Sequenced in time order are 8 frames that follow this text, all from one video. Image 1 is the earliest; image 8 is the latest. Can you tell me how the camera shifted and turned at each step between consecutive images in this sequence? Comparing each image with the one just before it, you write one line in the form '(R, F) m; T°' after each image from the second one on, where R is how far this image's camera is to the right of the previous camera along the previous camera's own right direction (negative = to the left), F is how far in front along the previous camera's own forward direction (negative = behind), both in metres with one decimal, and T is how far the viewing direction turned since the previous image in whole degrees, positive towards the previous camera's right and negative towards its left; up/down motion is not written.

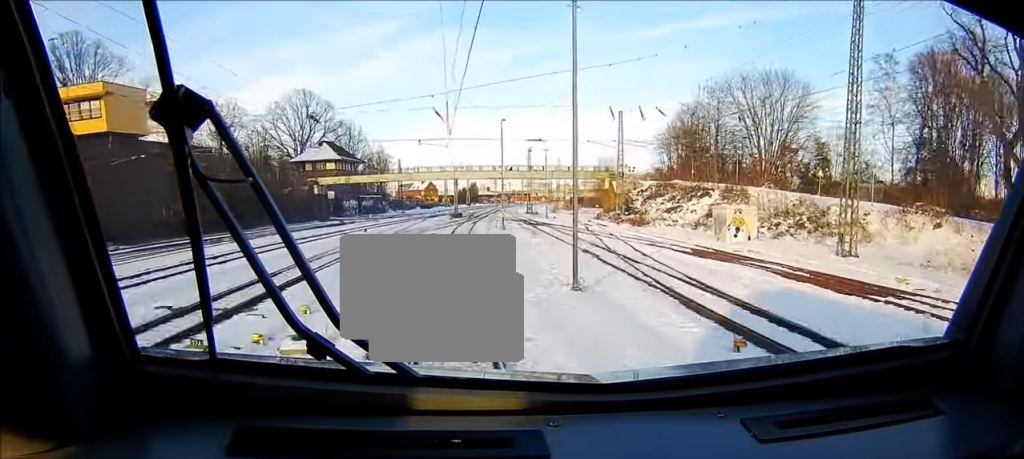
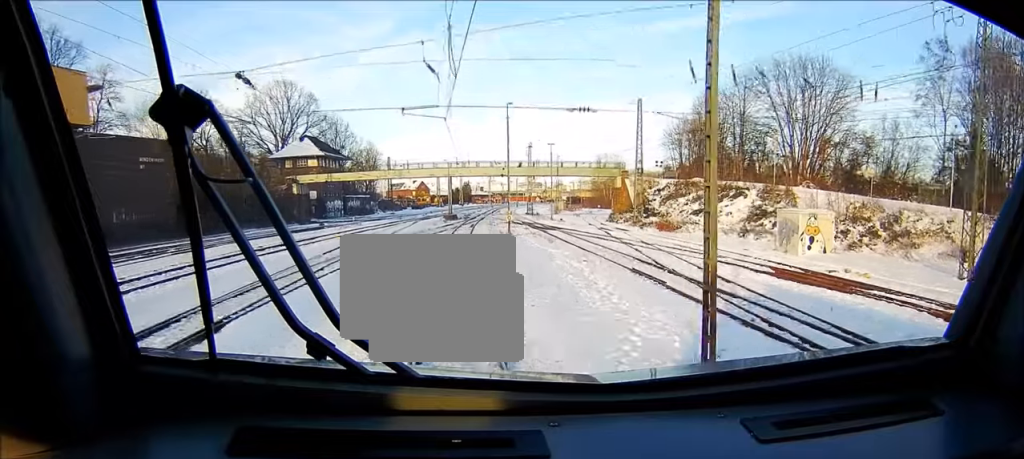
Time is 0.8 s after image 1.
(0.0, +10.7) m; +1°
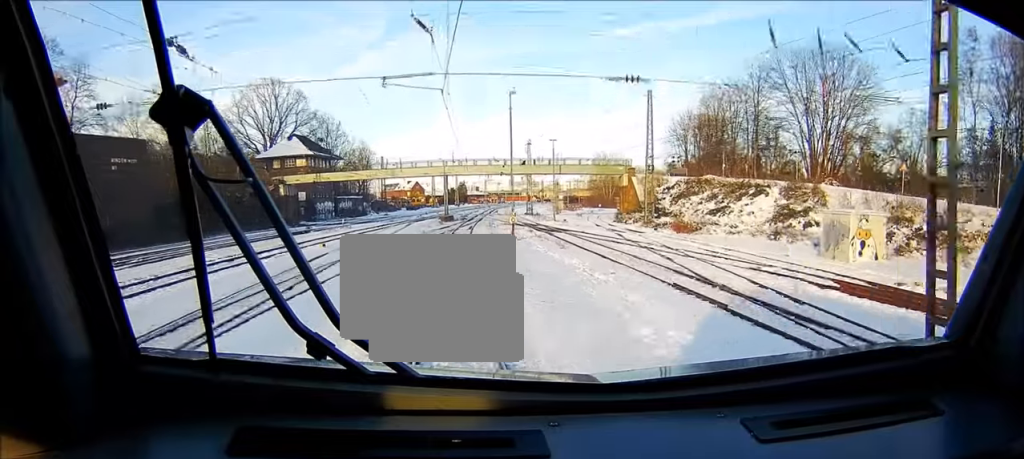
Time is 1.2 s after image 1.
(0.0, +6.1) m; 0°
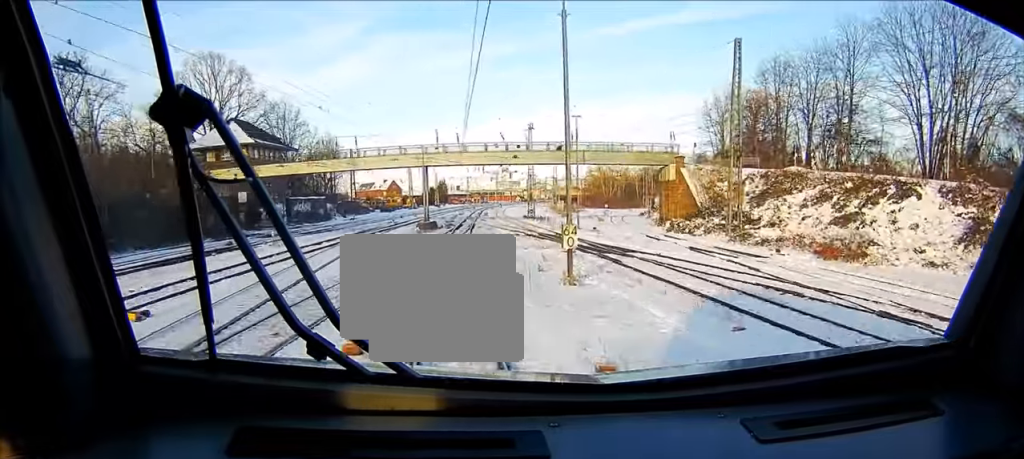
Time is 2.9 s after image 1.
(+0.2, +25.0) m; +1°
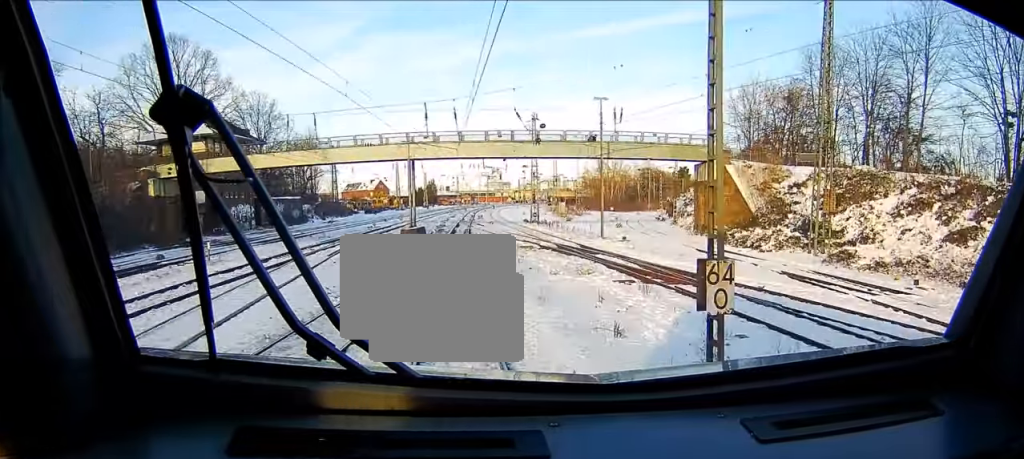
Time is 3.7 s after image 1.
(0.0, +12.6) m; +1°
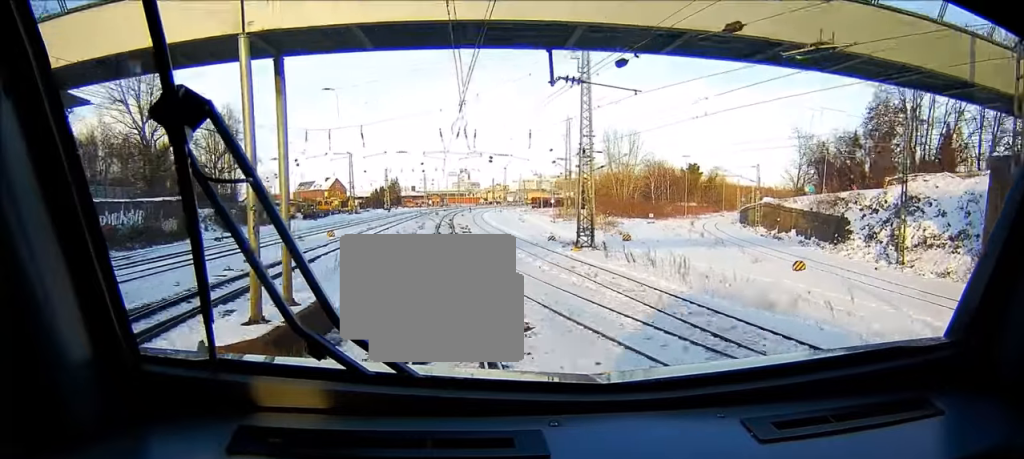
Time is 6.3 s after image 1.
(+0.8, +40.8) m; +3°
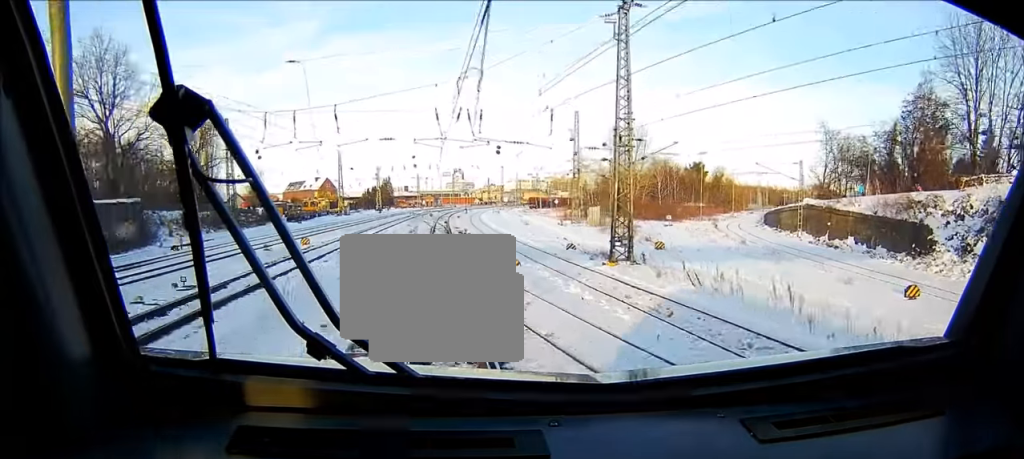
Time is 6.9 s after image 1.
(+0.1, +9.2) m; +1°
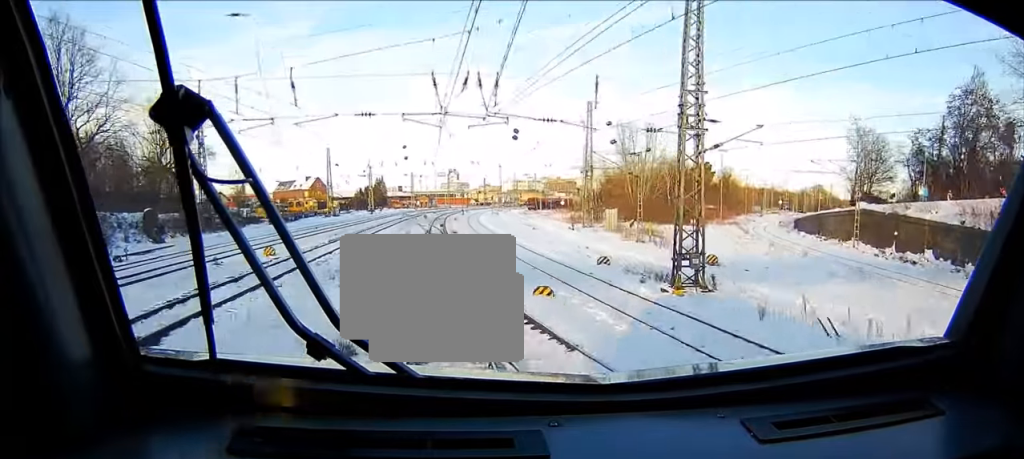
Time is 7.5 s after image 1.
(0.0, +9.3) m; +1°
